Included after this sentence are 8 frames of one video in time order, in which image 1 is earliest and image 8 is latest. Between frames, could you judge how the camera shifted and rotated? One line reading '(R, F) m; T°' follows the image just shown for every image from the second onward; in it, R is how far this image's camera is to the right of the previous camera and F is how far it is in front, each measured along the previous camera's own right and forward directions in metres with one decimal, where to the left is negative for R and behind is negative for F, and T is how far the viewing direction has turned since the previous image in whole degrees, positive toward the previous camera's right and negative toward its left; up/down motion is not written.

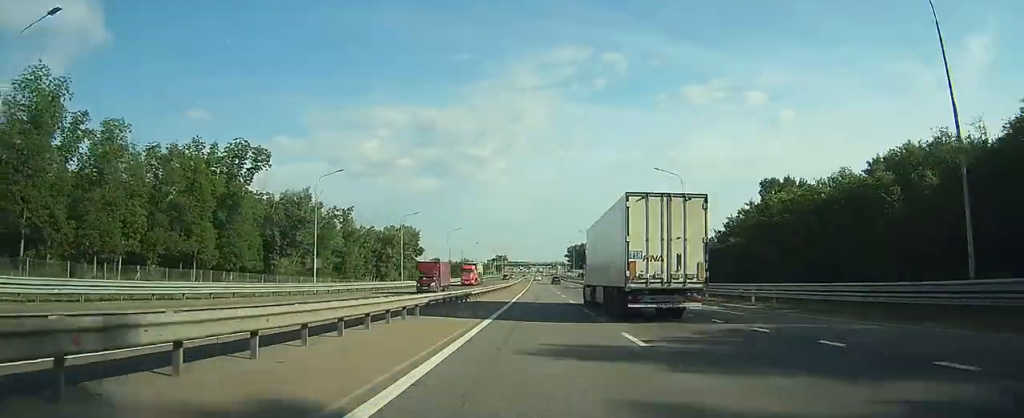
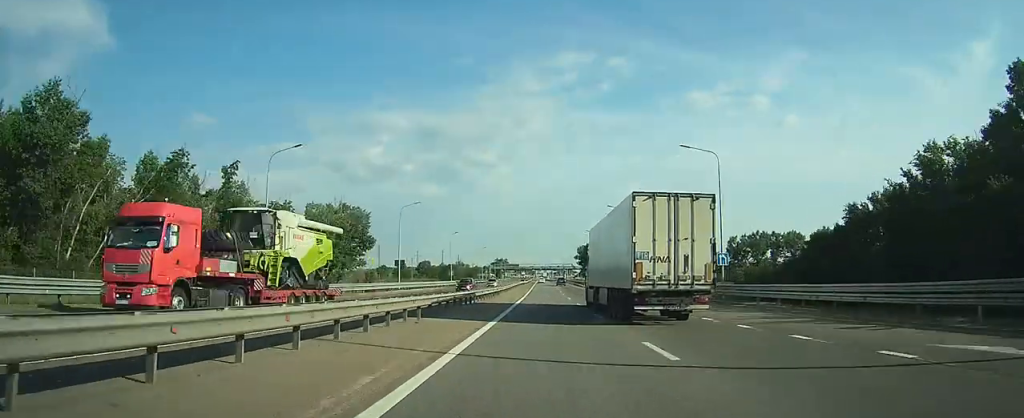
(0.0, +50.9) m; 0°
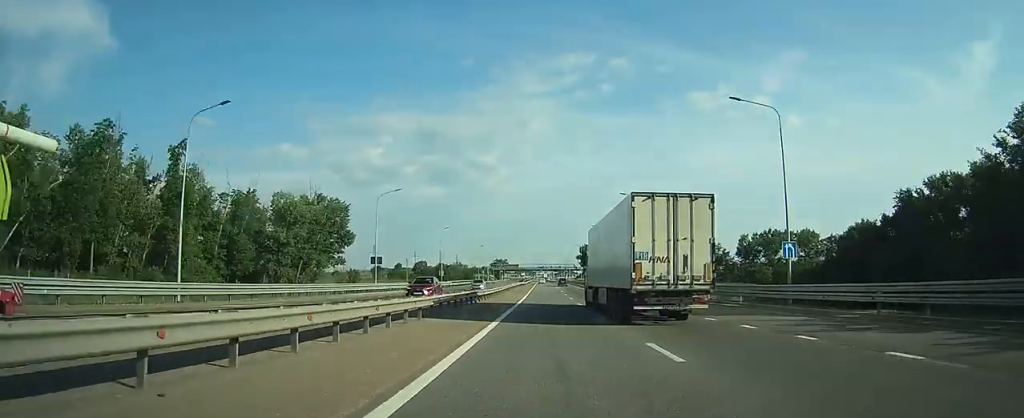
(0.0, +12.4) m; 0°
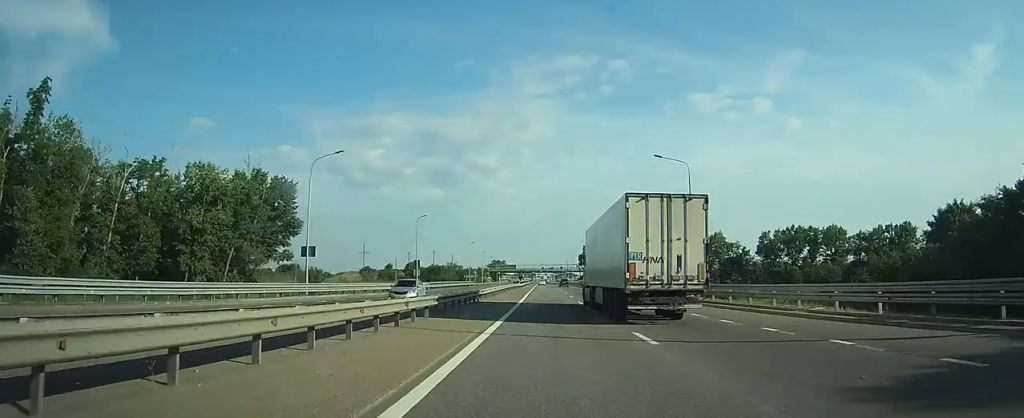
(+0.1, +21.8) m; 0°
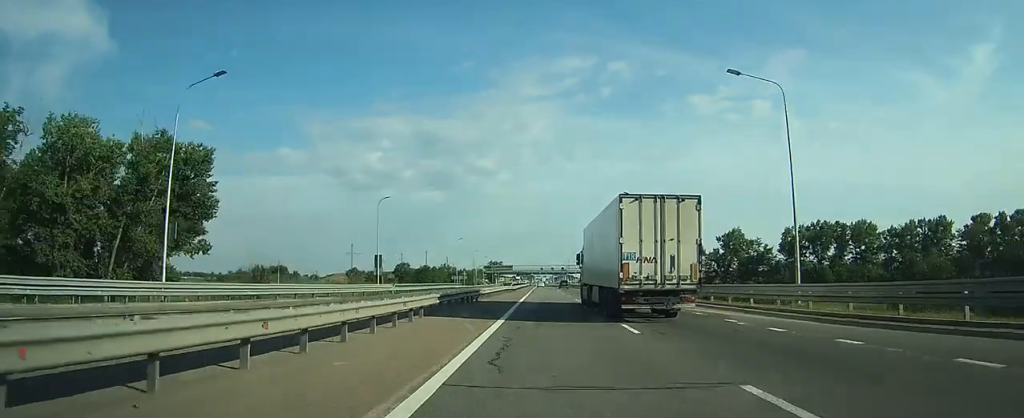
(0.0, +20.7) m; 0°
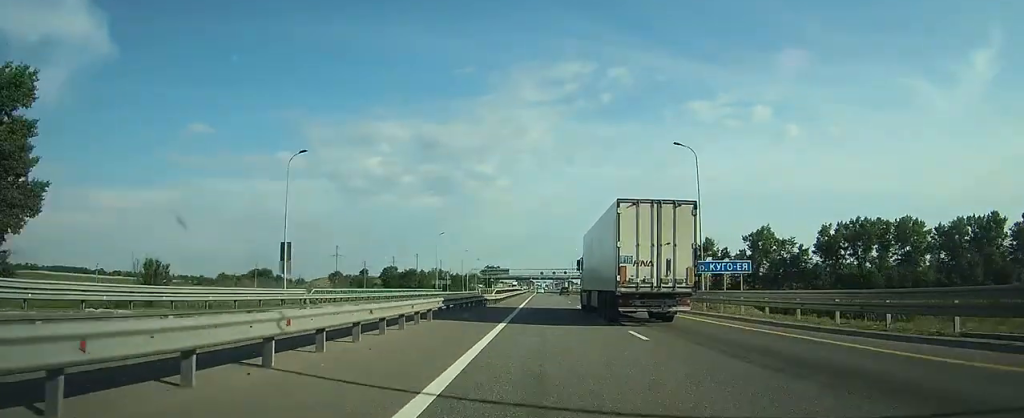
(-0.2, +25.2) m; 0°
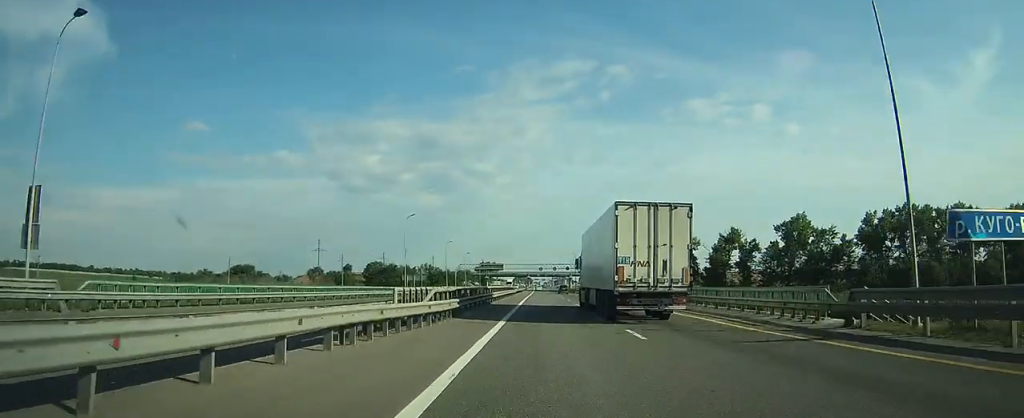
(+0.1, +24.0) m; 0°
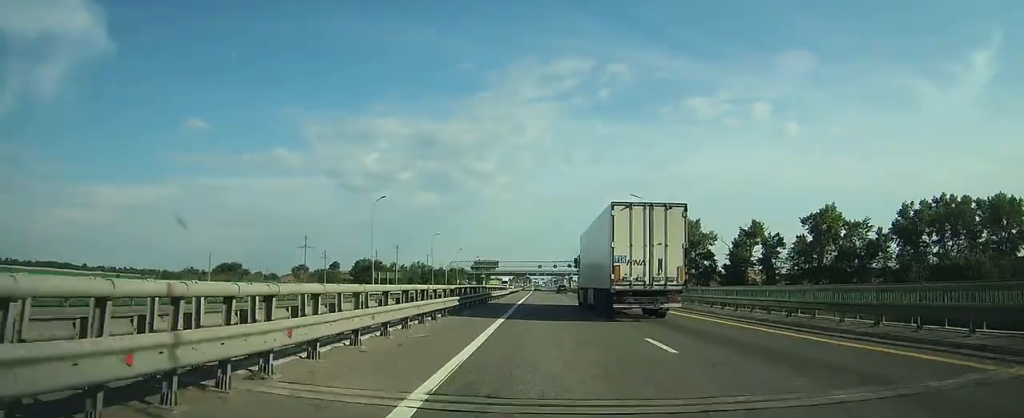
(0.0, +15.6) m; 0°
